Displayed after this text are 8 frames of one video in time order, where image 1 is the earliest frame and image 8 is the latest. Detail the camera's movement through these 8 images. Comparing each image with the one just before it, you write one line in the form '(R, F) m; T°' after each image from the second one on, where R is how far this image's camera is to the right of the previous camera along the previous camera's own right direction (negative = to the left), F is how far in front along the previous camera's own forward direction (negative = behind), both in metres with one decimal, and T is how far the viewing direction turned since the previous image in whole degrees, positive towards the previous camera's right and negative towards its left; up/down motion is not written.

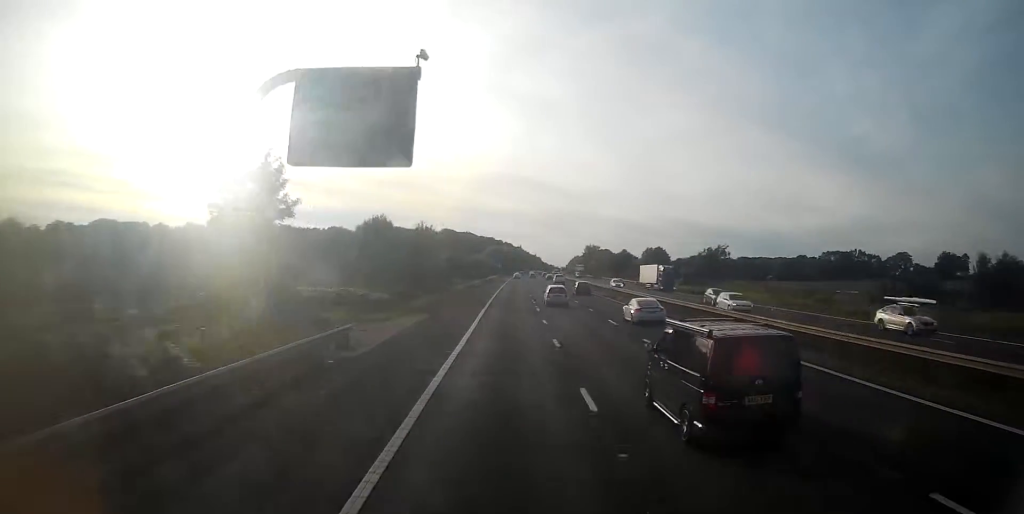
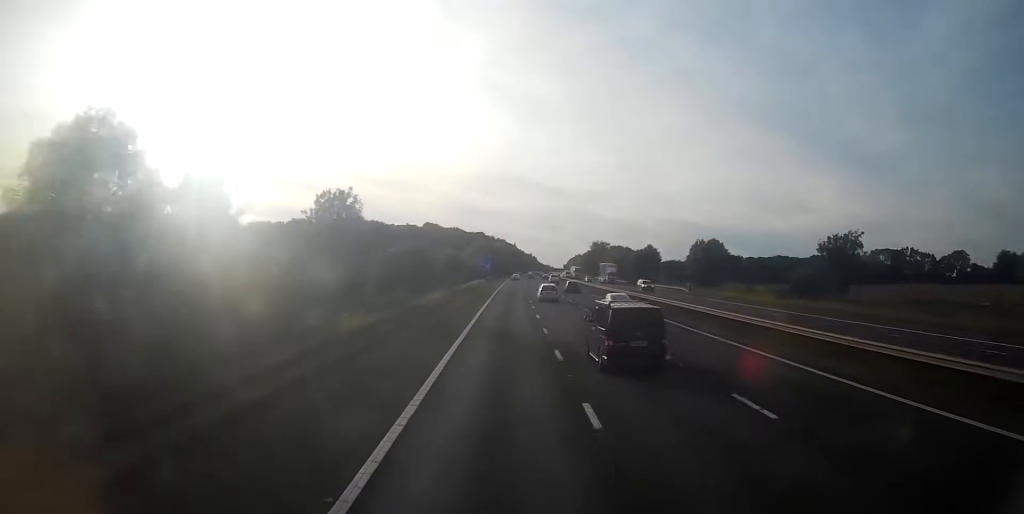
(+0.6, +49.2) m; +1°
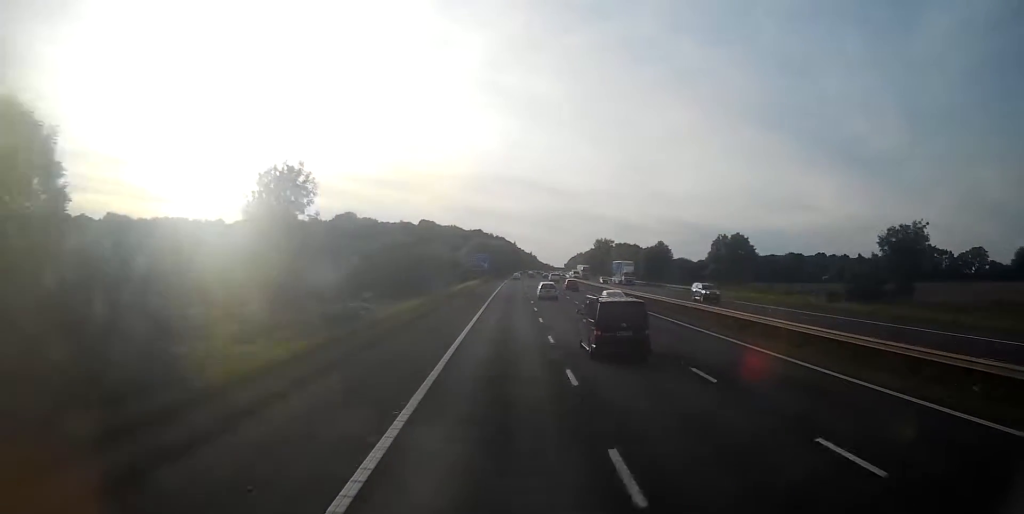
(-0.2, +12.8) m; 0°
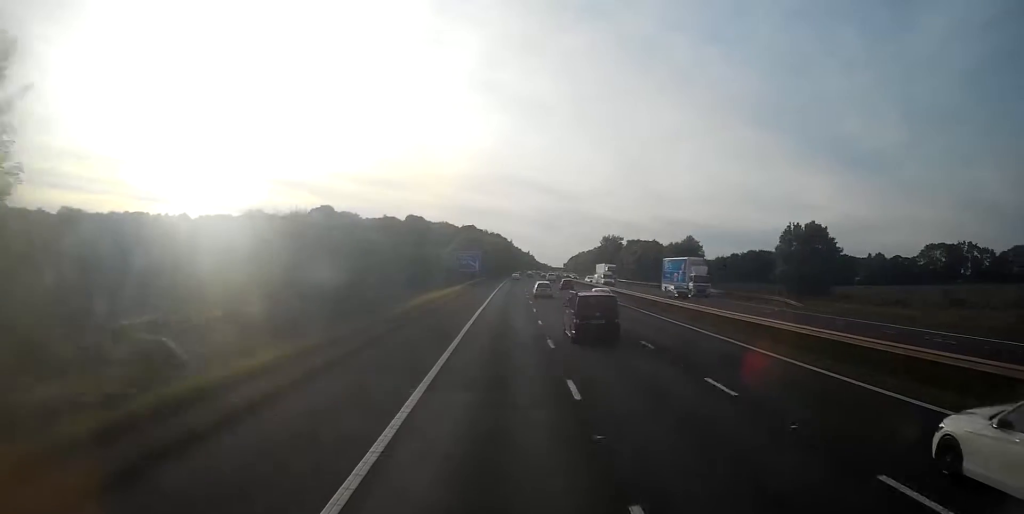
(-0.1, +28.3) m; 0°
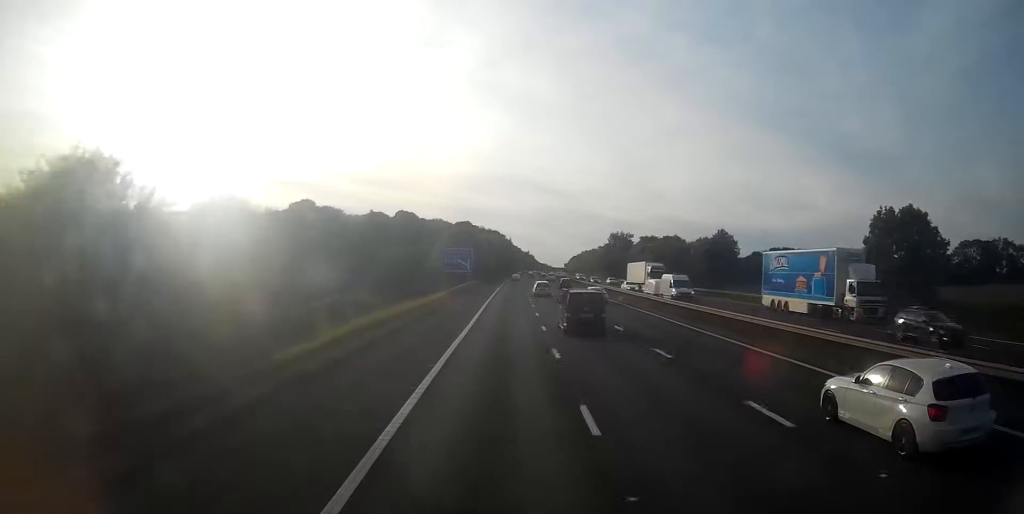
(+0.2, +21.0) m; +1°
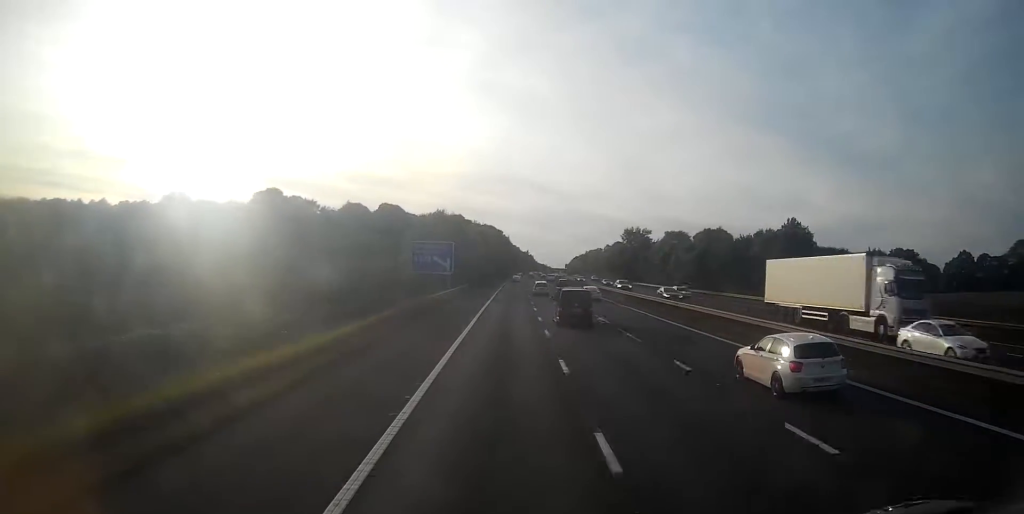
(0.0, +29.2) m; 0°
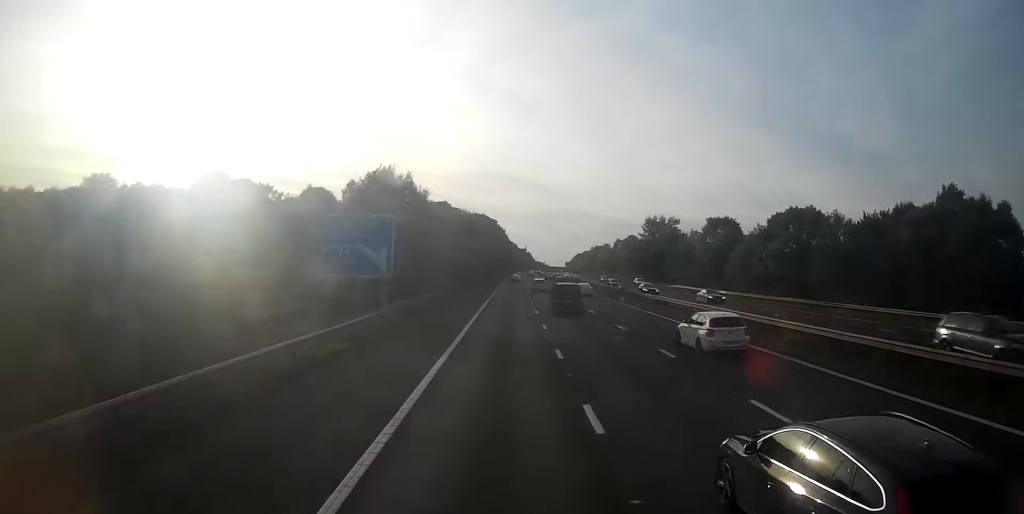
(0.0, +33.7) m; 0°
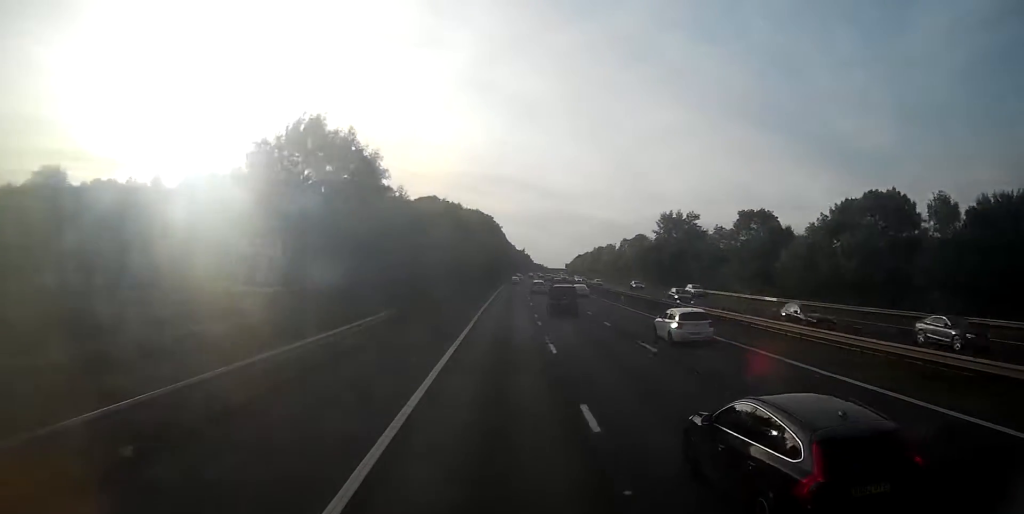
(0.0, +17.3) m; 0°
